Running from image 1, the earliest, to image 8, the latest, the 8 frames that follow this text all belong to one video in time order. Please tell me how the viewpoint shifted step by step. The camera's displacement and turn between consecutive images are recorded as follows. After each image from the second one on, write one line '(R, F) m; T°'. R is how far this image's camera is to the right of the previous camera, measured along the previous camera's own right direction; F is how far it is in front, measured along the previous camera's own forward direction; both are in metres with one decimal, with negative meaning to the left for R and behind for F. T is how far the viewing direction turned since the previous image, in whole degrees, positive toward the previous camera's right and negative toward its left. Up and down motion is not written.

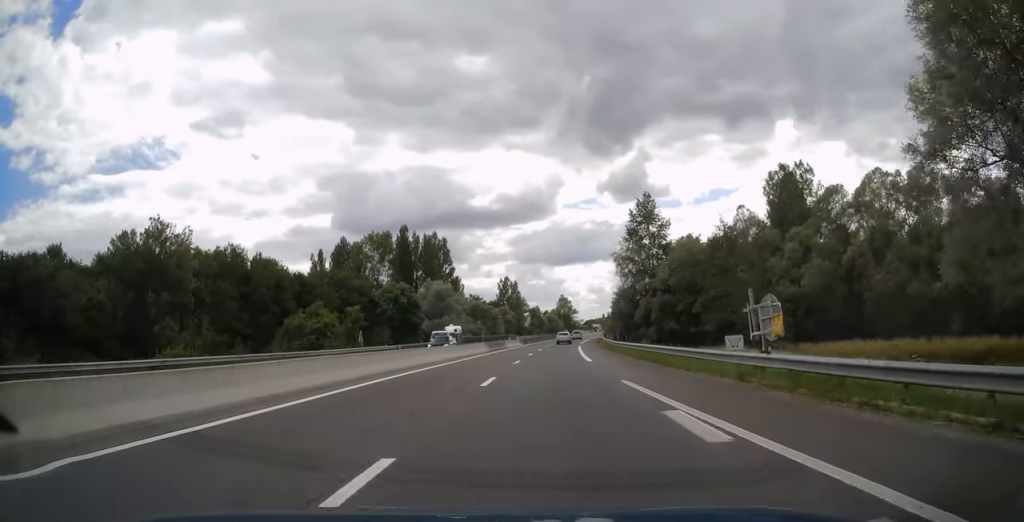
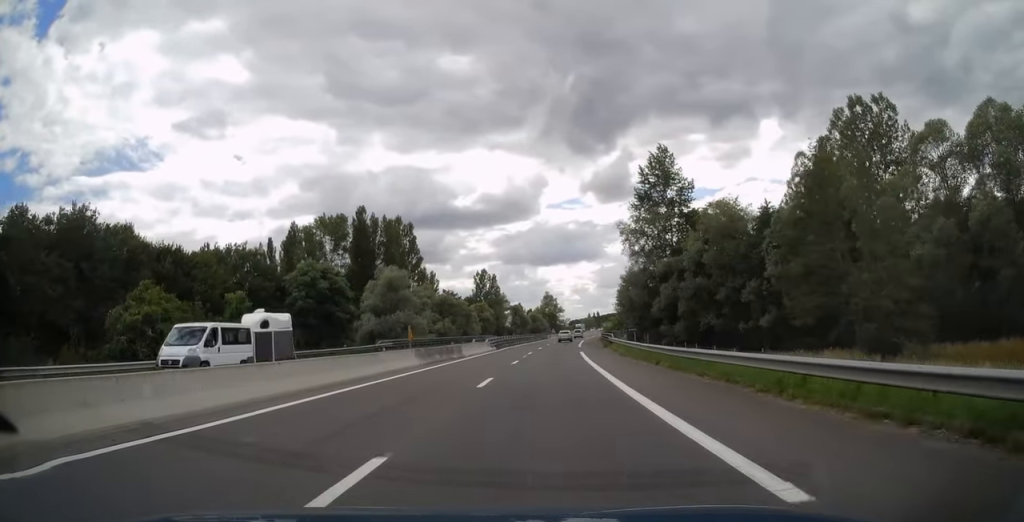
(+0.1, +25.6) m; 0°
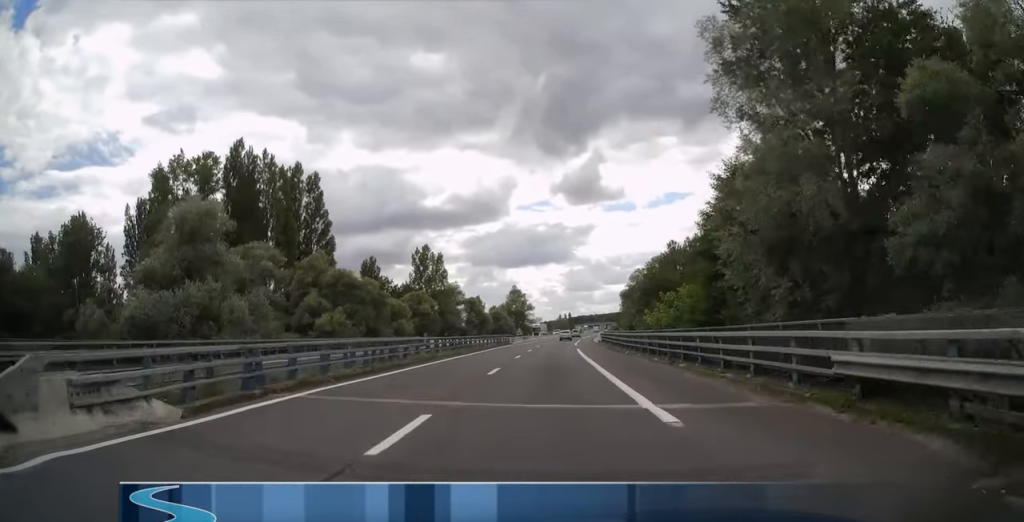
(0.0, +48.2) m; 0°
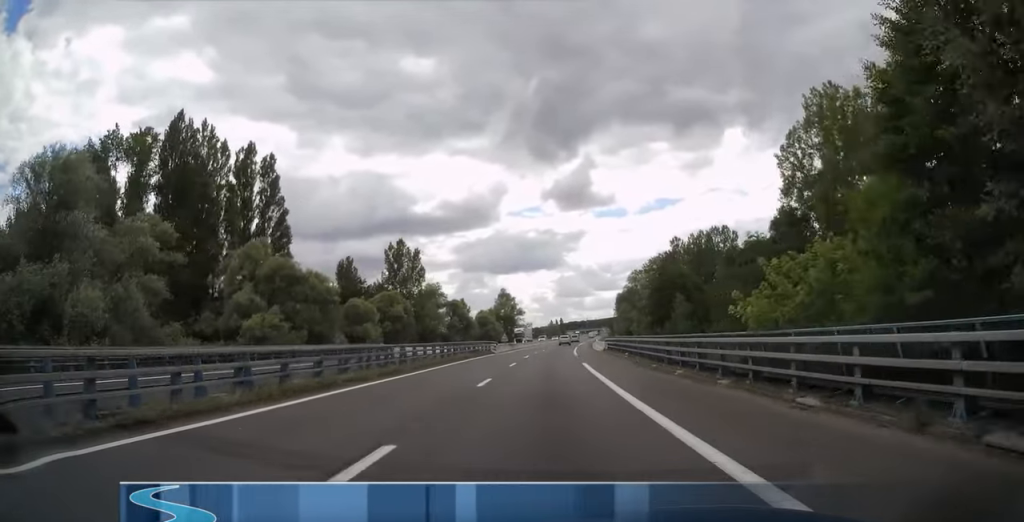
(0.0, +15.2) m; 0°
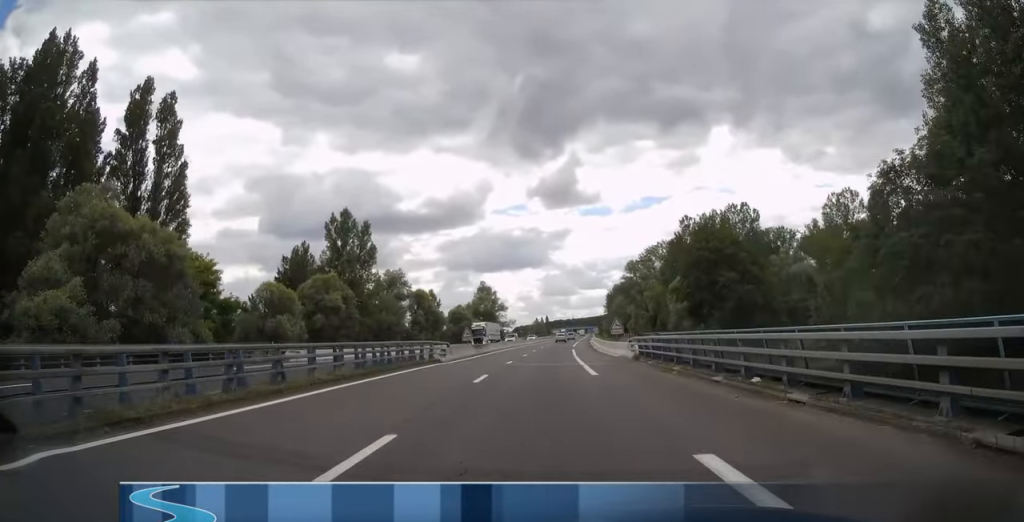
(0.0, +25.0) m; 0°
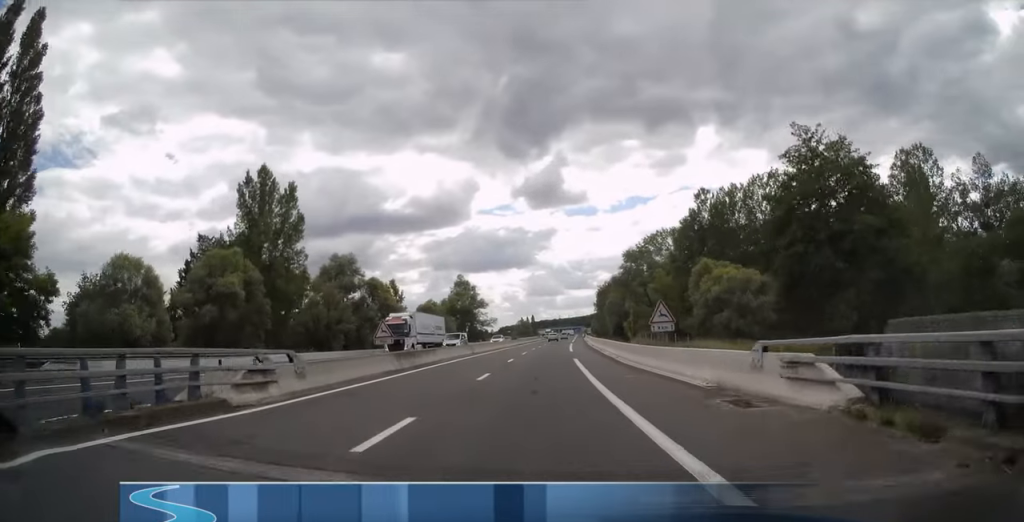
(0.0, +23.4) m; +2°
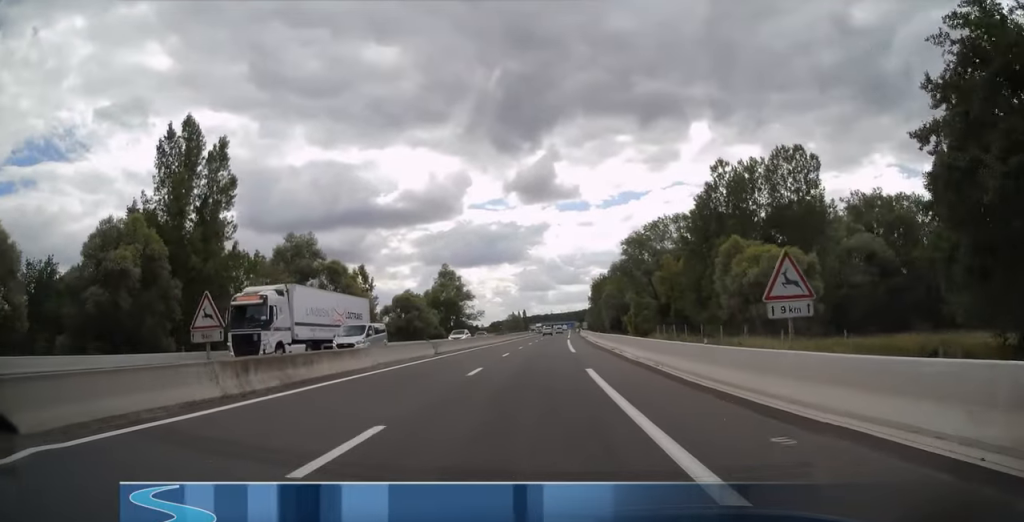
(-0.2, +14.6) m; +2°
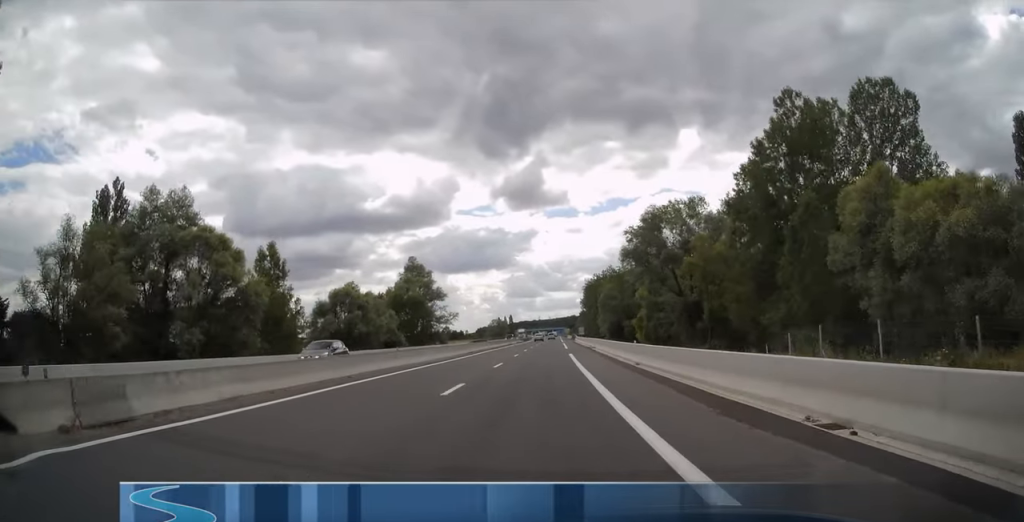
(+1.6, +29.7) m; +3°
